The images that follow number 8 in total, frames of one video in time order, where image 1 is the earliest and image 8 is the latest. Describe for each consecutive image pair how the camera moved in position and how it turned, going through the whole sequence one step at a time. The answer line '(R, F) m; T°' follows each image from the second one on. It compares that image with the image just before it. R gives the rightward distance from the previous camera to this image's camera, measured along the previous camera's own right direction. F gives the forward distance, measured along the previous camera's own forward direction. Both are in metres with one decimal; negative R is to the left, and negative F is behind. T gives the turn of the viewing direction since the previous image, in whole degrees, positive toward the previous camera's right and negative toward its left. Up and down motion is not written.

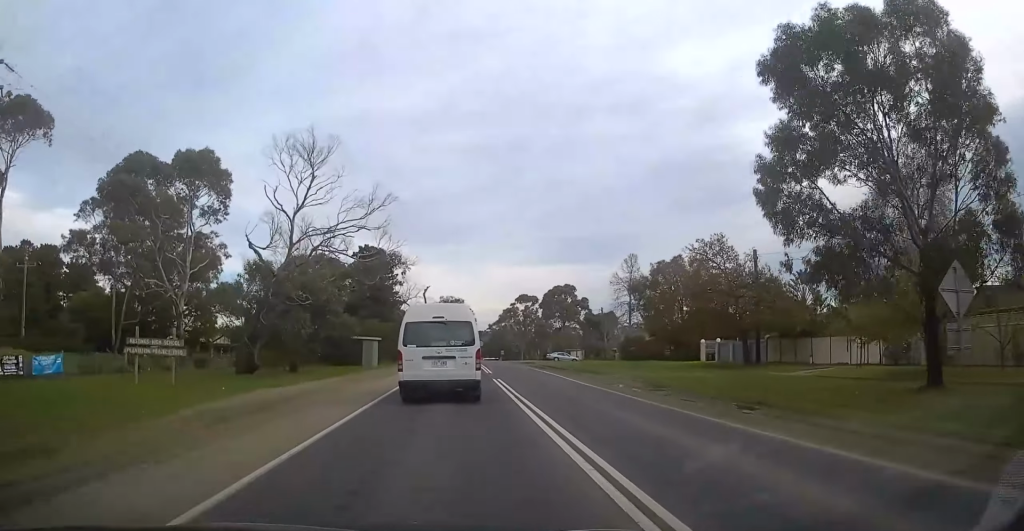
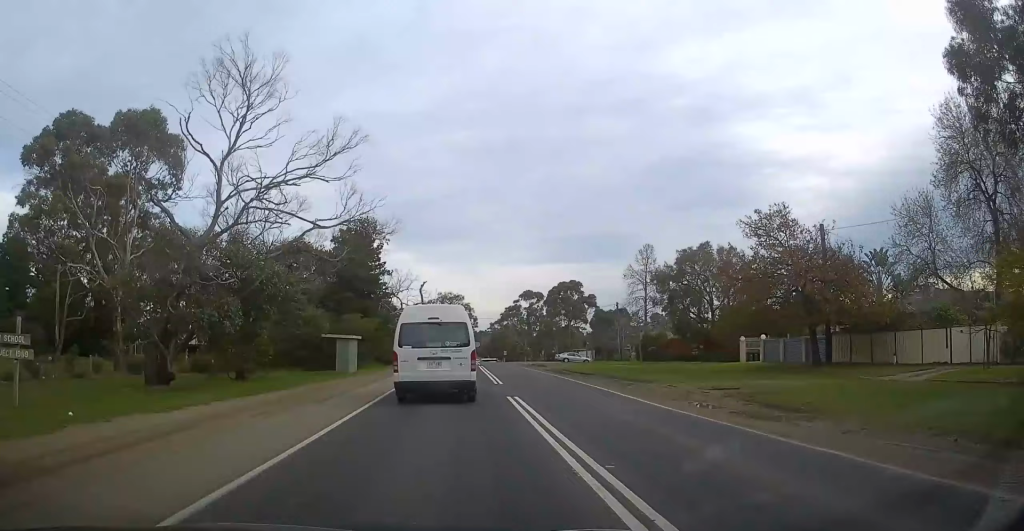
(+0.2, +9.2) m; +1°
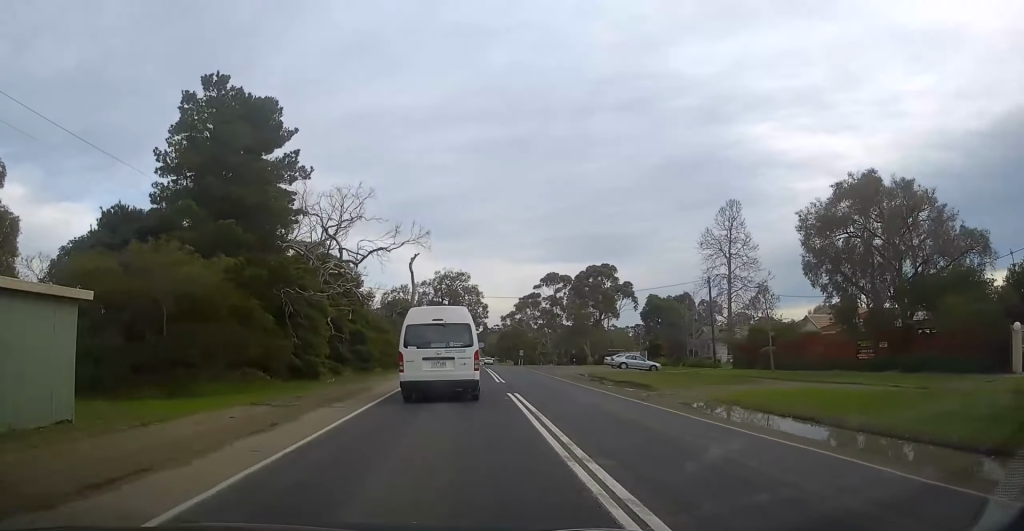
(+0.2, +30.8) m; 0°
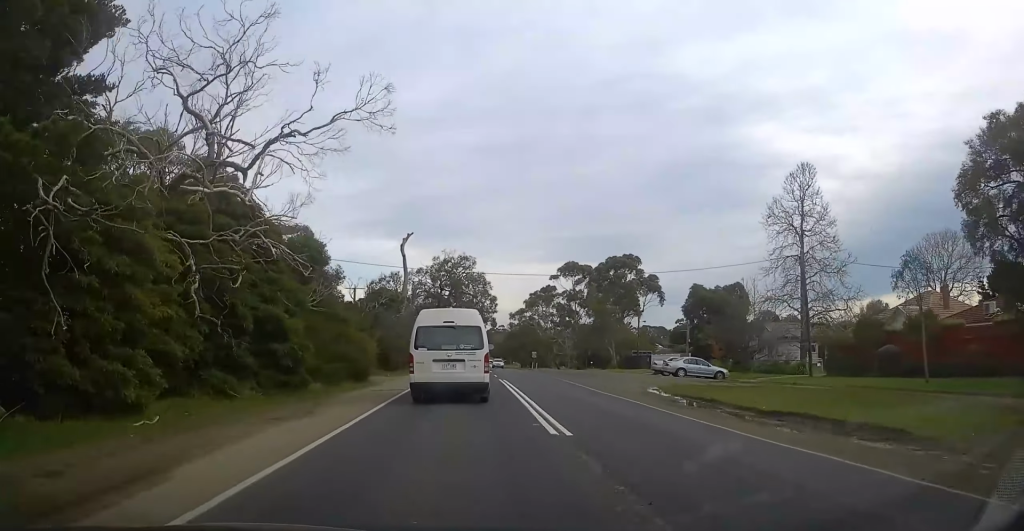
(-0.1, +15.6) m; -1°
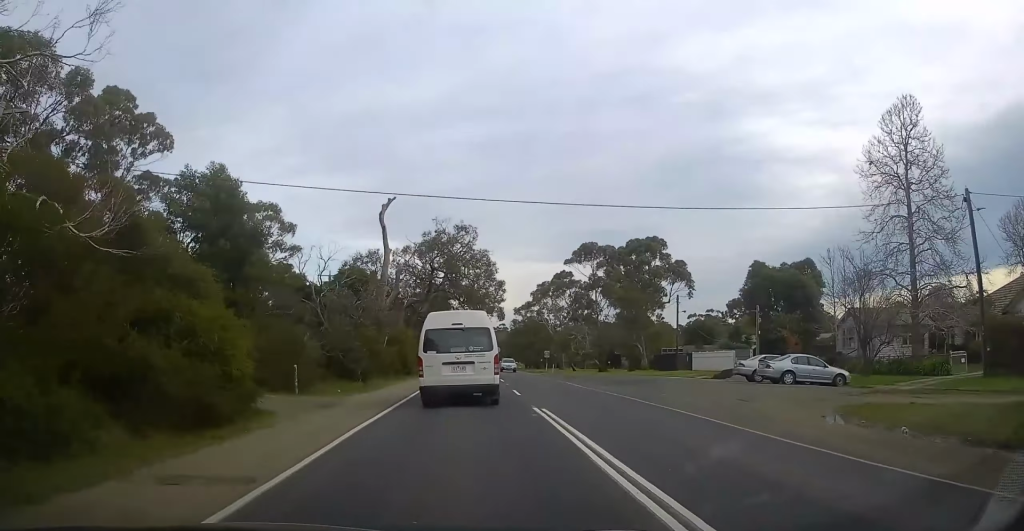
(-0.2, +15.3) m; +2°
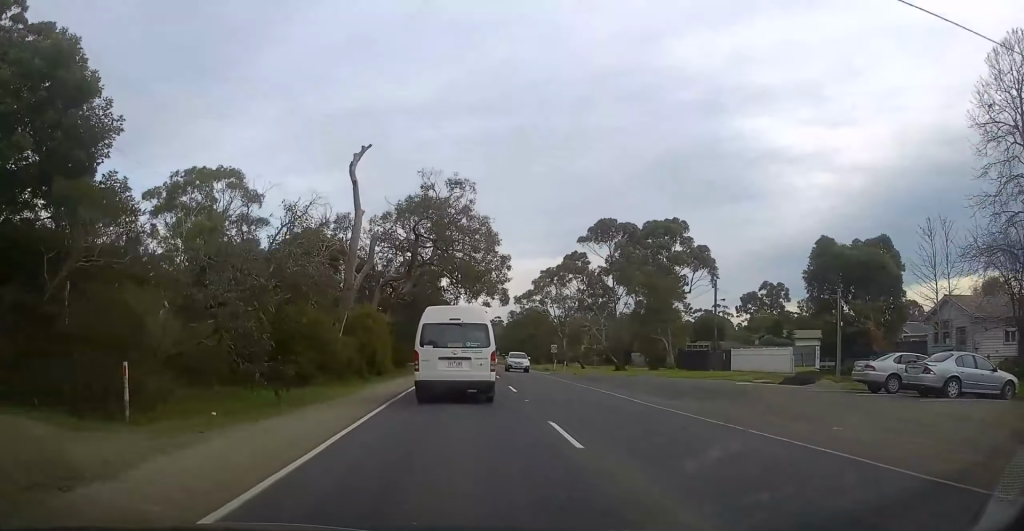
(+0.4, +12.2) m; +1°
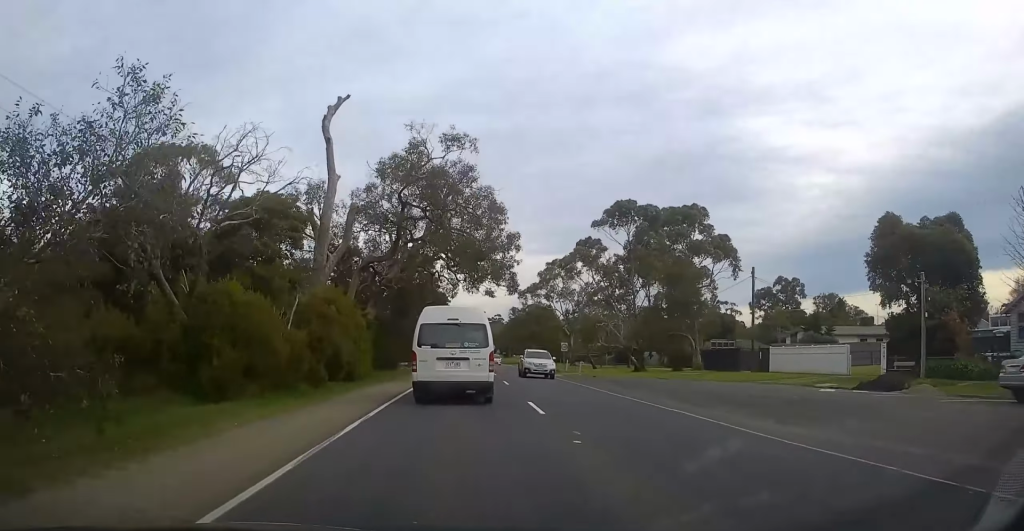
(+0.1, +8.1) m; 0°
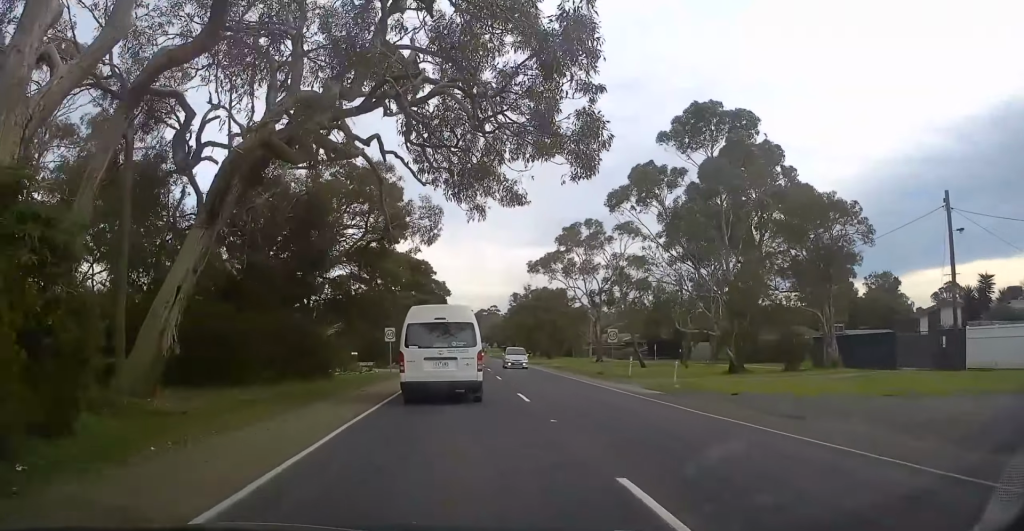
(-0.6, +22.6) m; -1°
